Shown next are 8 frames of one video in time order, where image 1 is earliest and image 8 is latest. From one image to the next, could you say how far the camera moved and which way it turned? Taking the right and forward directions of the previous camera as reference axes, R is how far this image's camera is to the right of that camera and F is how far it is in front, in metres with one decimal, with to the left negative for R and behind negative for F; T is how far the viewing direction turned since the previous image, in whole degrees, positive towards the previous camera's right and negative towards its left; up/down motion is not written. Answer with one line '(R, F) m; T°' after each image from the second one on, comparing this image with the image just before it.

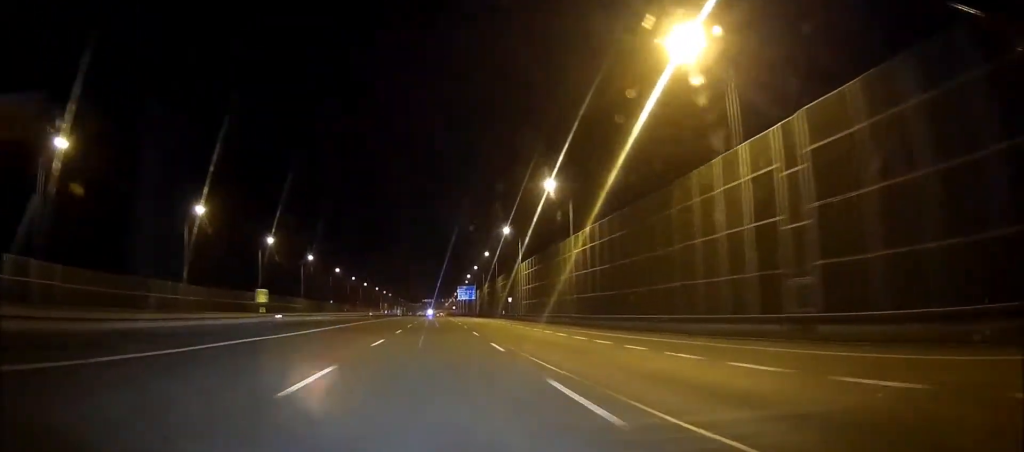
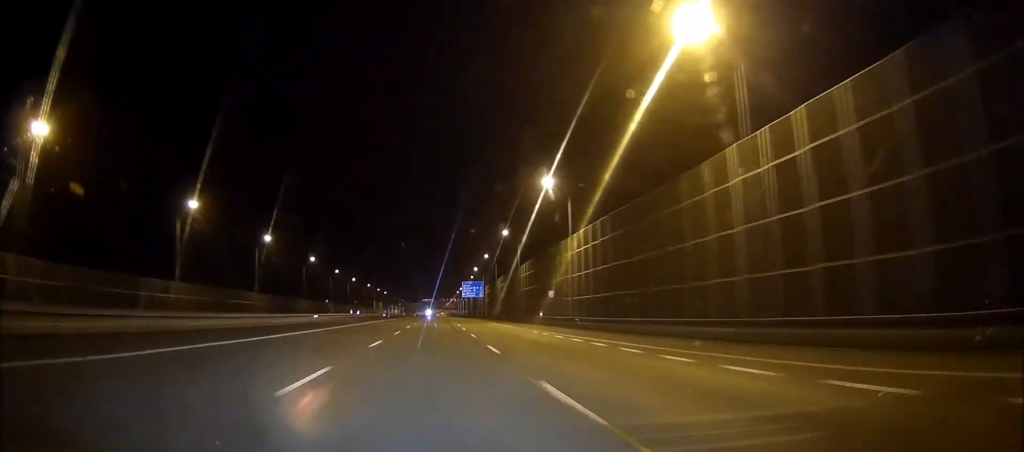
(0.0, +36.2) m; 0°
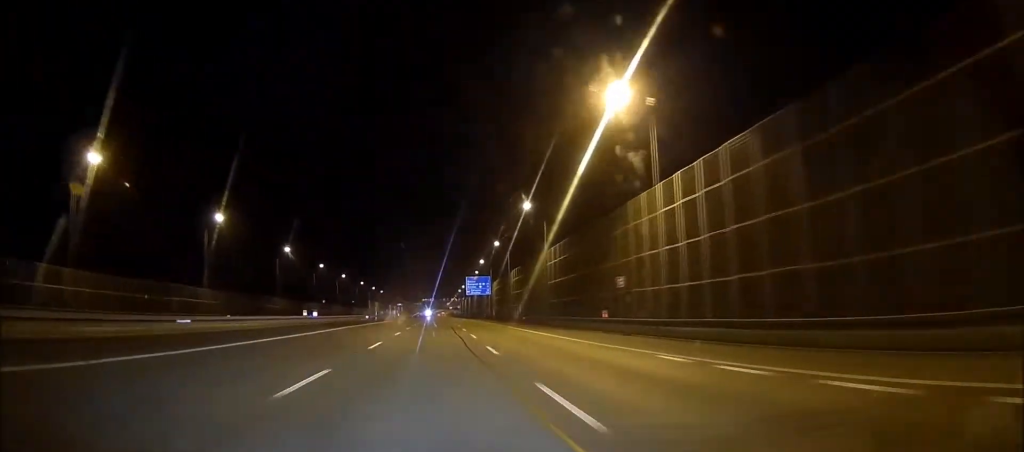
(0.0, +24.2) m; 0°
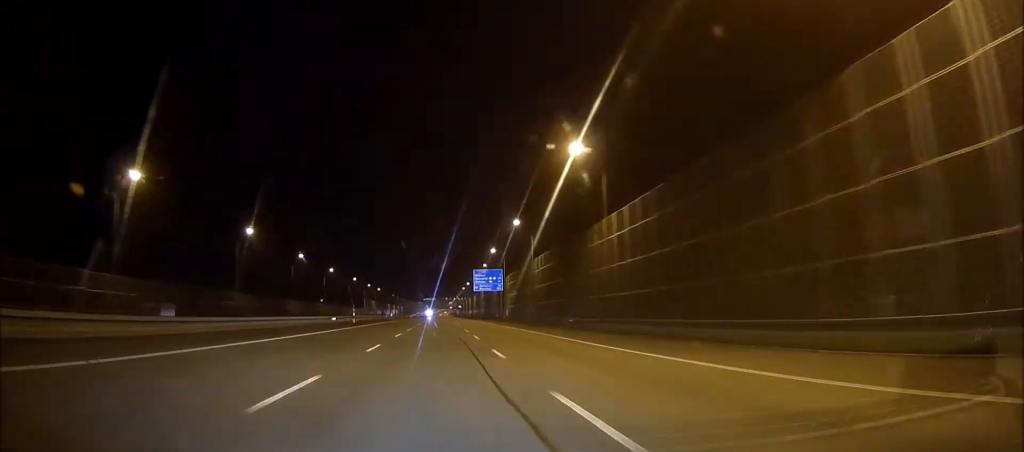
(0.0, +25.5) m; 0°
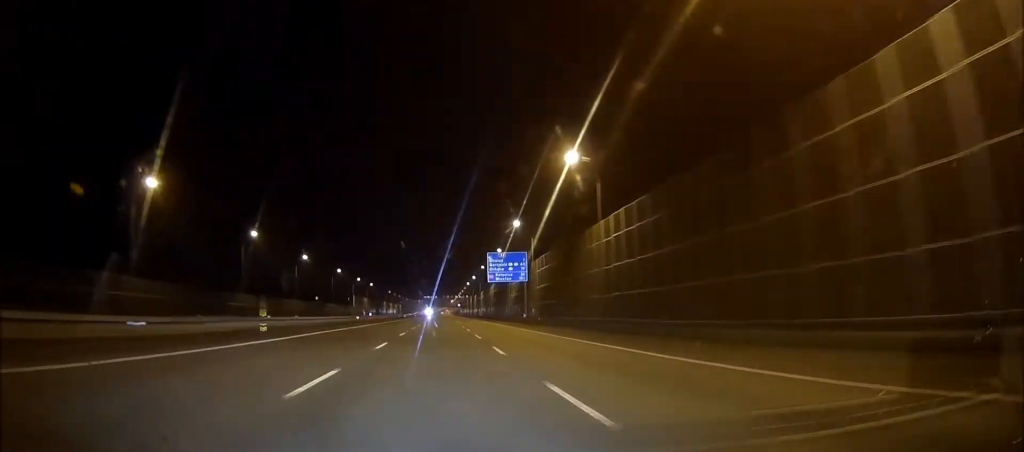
(0.0, +35.0) m; 0°
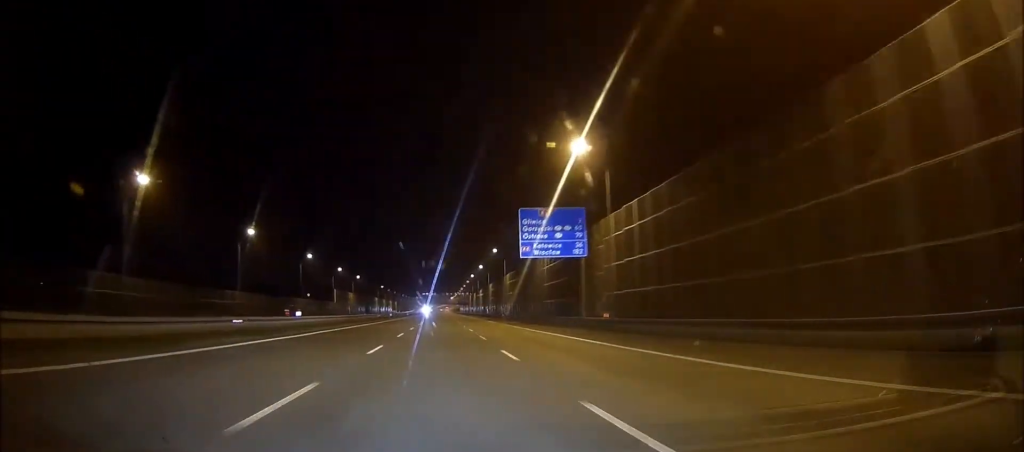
(+0.1, +39.1) m; 0°
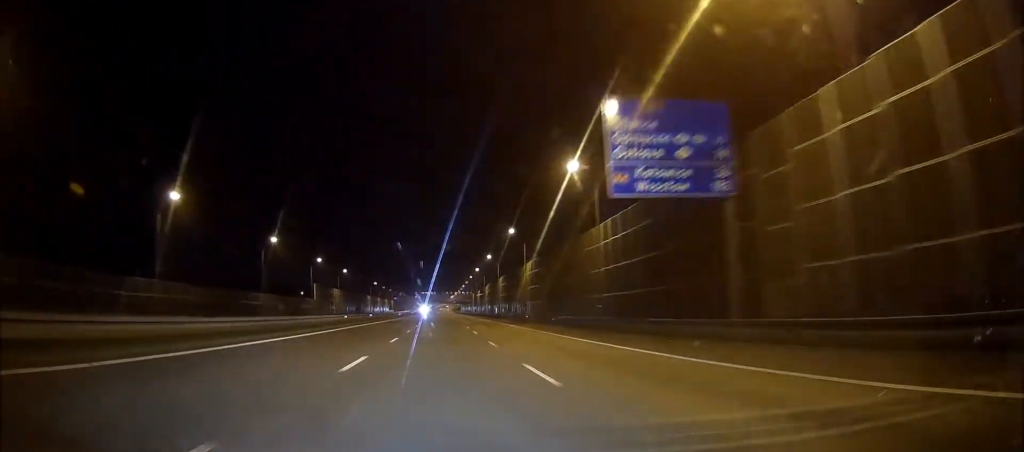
(0.0, +29.6) m; 0°
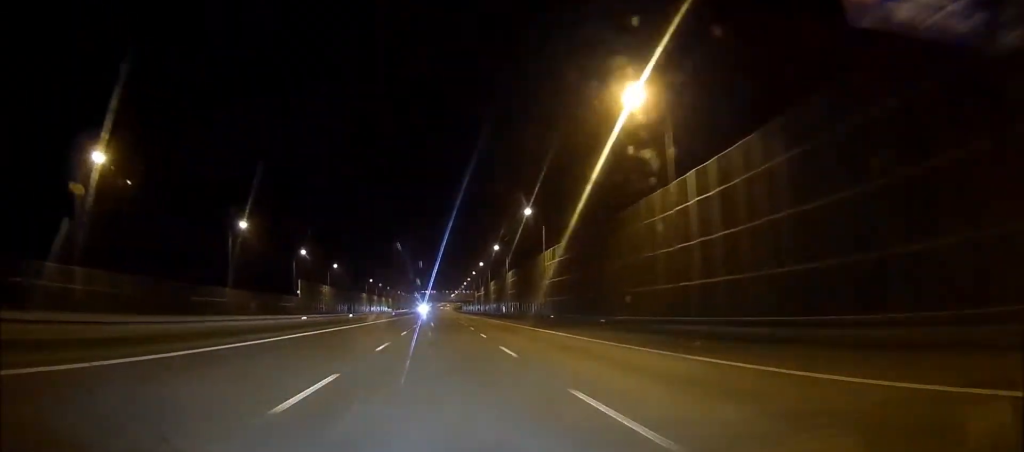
(0.0, +17.5) m; 0°
